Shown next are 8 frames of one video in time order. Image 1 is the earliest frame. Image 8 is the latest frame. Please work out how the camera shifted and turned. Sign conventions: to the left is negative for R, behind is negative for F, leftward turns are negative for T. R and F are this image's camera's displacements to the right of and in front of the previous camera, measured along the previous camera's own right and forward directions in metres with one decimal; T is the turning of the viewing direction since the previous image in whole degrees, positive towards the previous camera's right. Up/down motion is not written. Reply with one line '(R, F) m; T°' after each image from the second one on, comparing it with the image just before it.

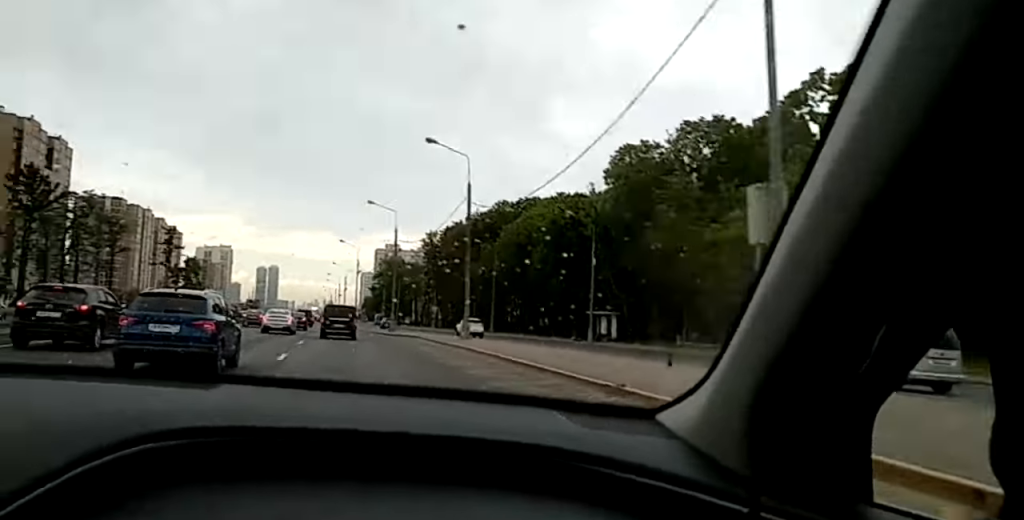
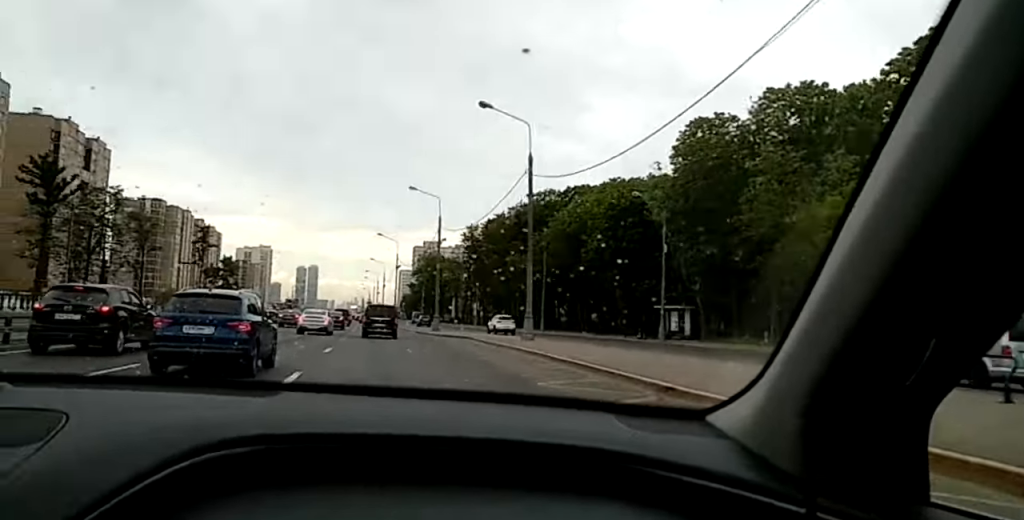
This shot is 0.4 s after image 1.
(0.0, +8.0) m; 0°
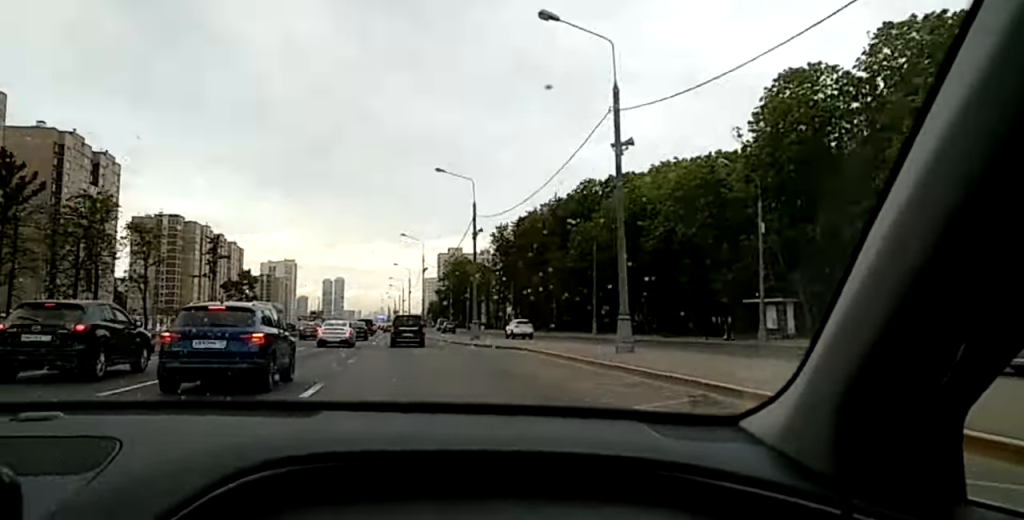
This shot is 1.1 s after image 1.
(0.0, +12.2) m; 0°
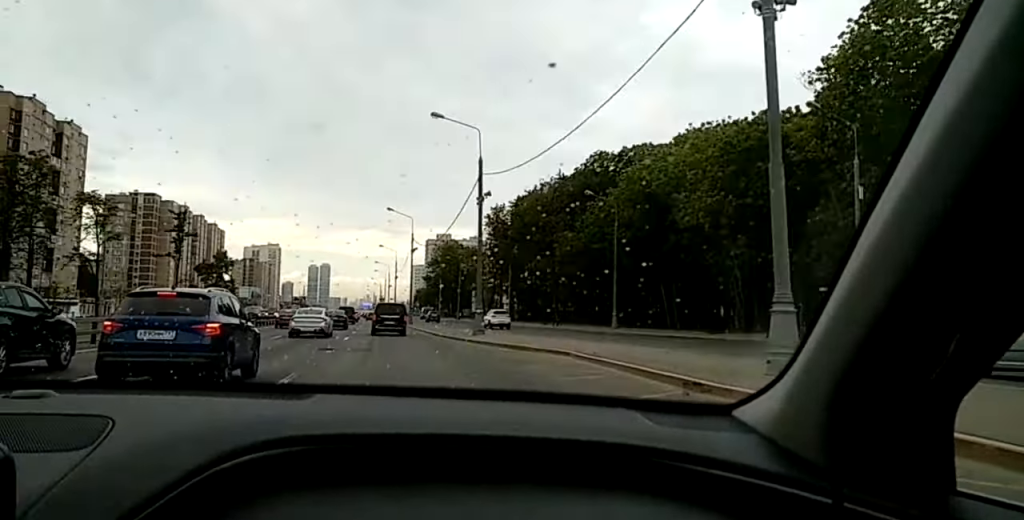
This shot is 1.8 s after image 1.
(+0.1, +11.5) m; 0°
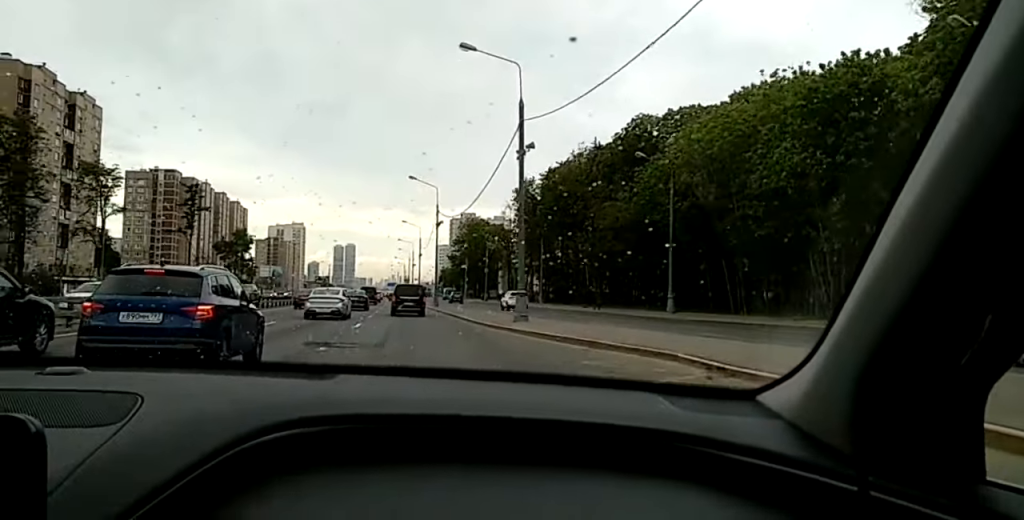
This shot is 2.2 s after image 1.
(-0.1, +7.8) m; 0°
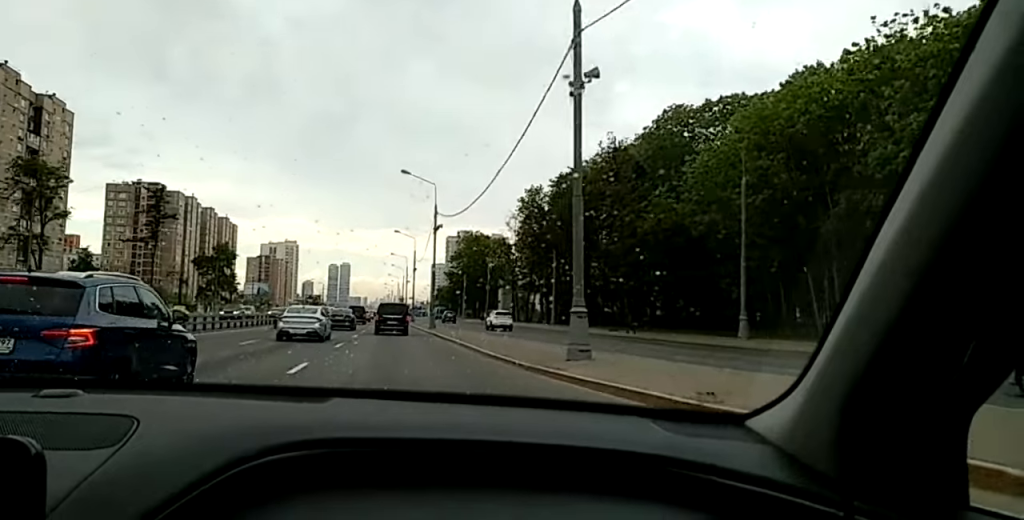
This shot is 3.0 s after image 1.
(-0.1, +13.5) m; 0°
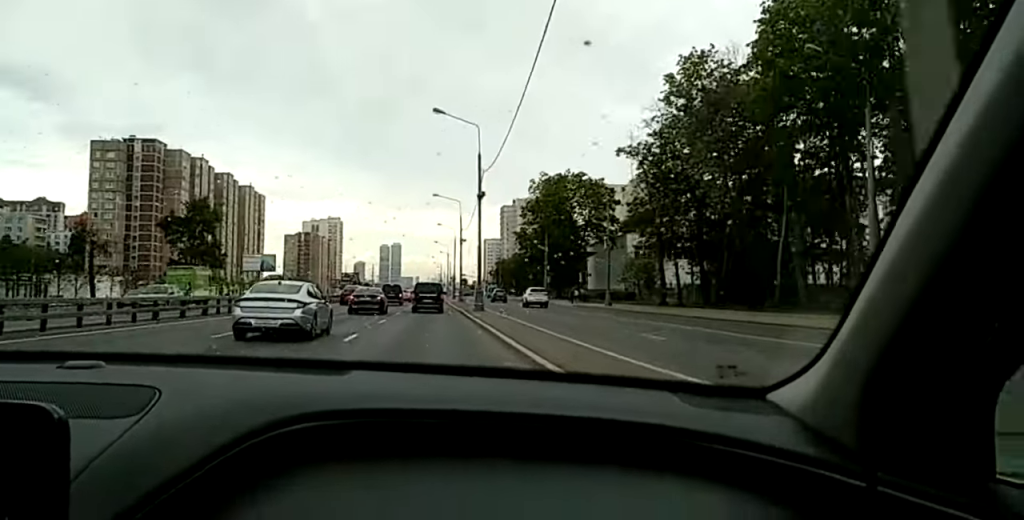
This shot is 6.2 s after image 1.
(-0.5, +56.0) m; -1°
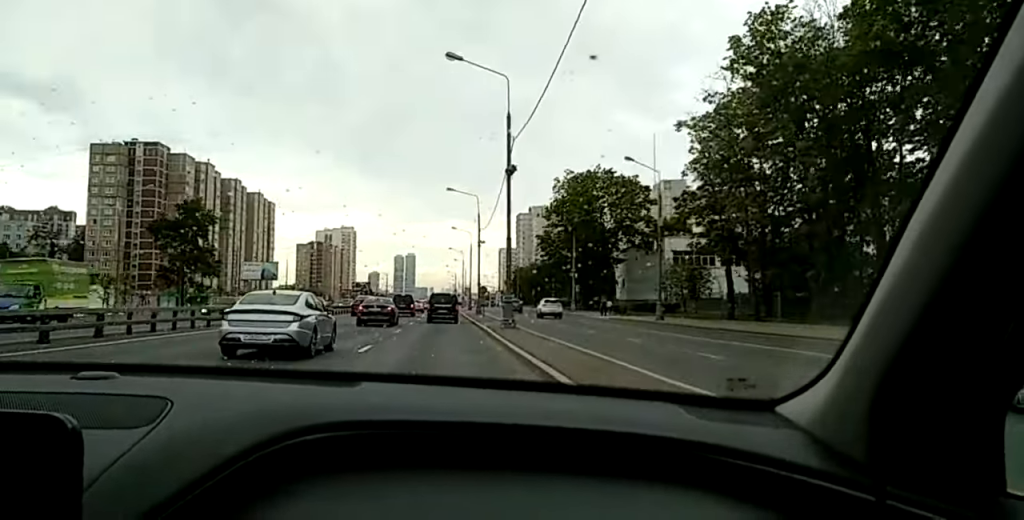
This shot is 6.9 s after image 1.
(-0.1, +11.9) m; 0°
